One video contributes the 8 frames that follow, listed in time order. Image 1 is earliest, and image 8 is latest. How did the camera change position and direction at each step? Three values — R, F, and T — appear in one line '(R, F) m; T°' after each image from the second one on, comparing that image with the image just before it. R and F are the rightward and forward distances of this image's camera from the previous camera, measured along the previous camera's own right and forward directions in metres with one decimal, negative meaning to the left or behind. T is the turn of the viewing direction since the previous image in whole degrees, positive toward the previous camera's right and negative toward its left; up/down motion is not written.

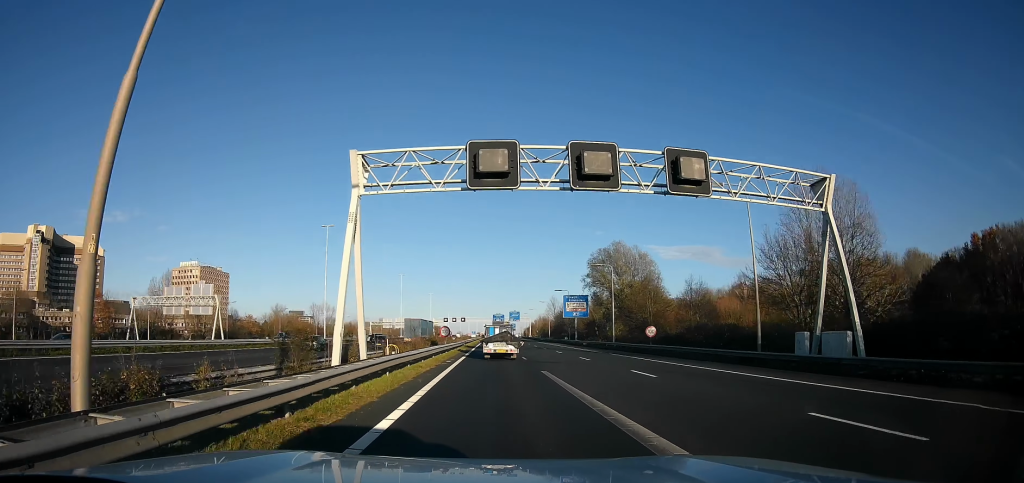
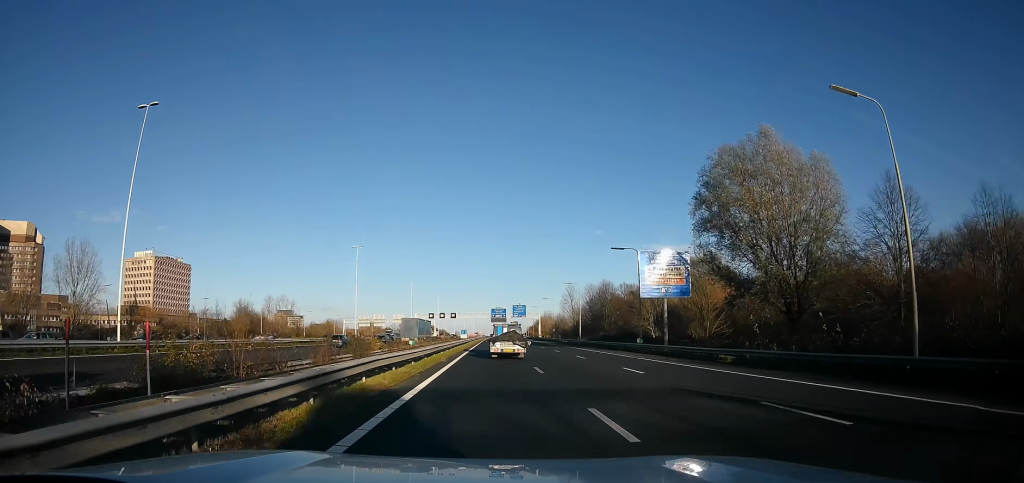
(+1.1, +47.1) m; +1°
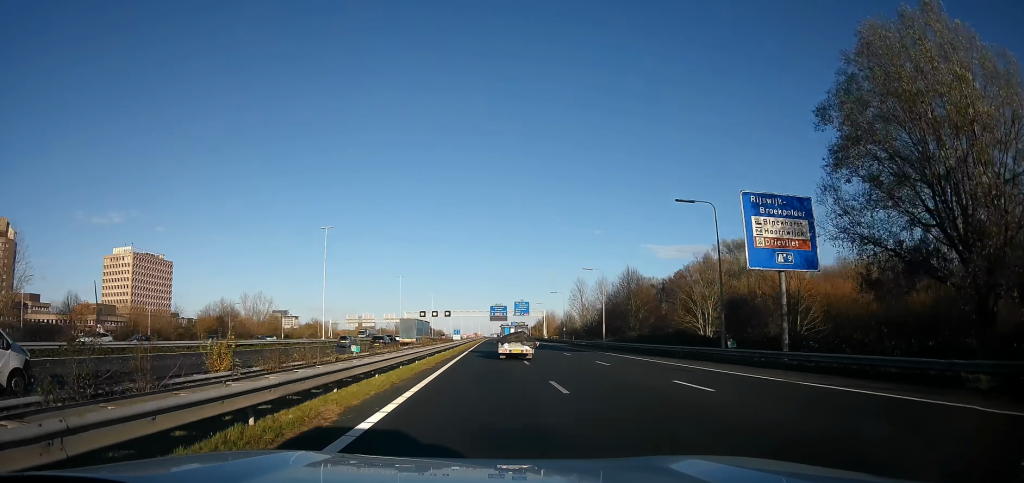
(-0.4, +17.8) m; 0°
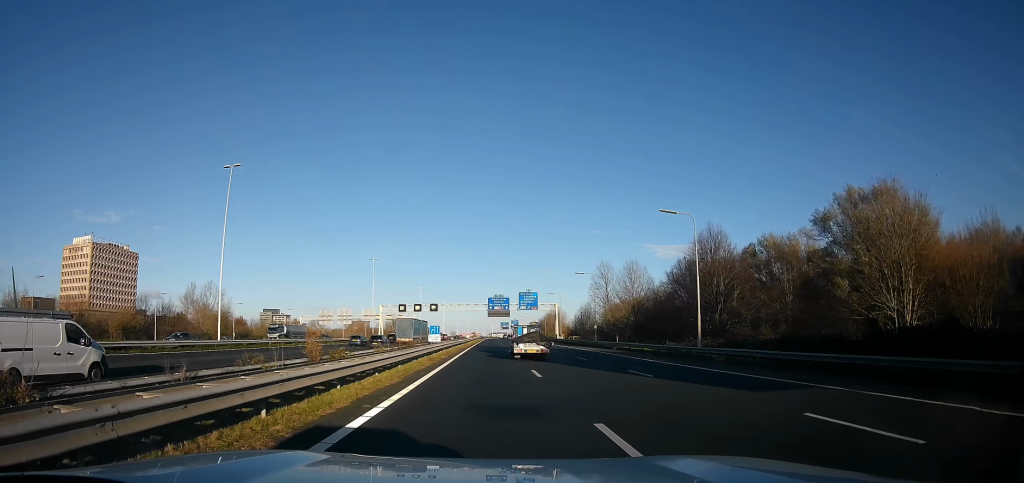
(+0.9, +31.6) m; +1°
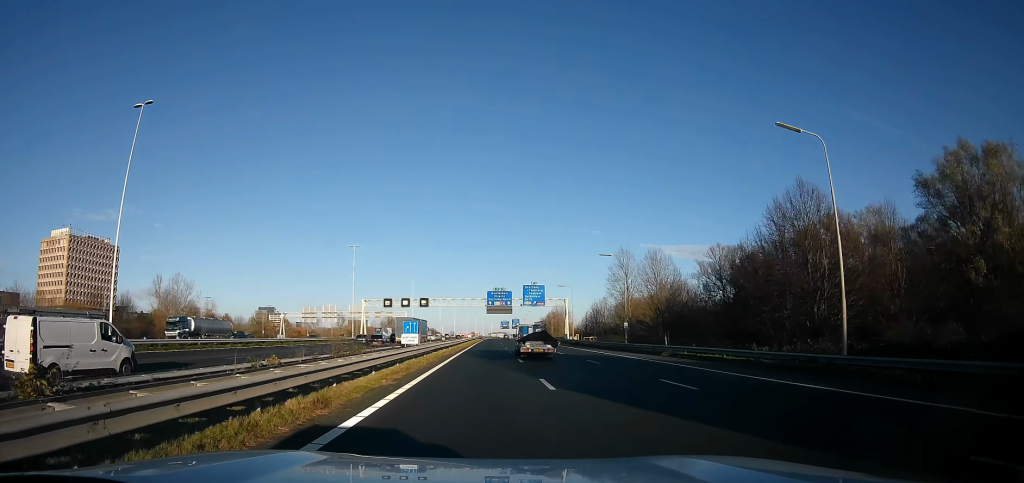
(-0.1, +16.2) m; -1°
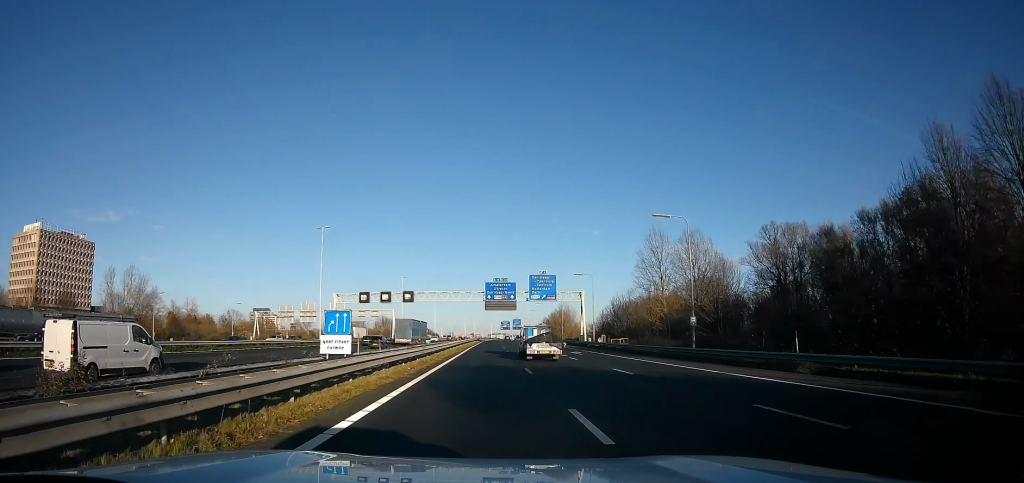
(-0.2, +18.5) m; 0°
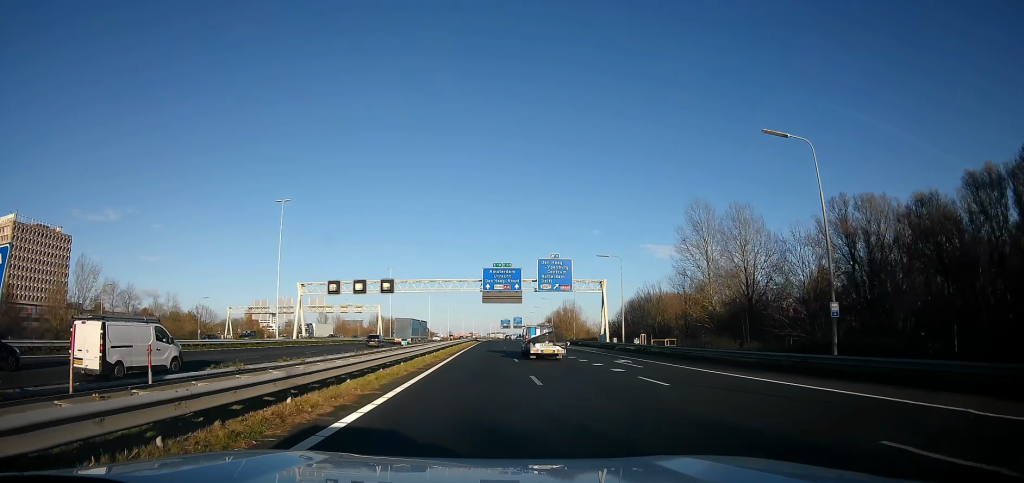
(+0.1, +16.2) m; +1°
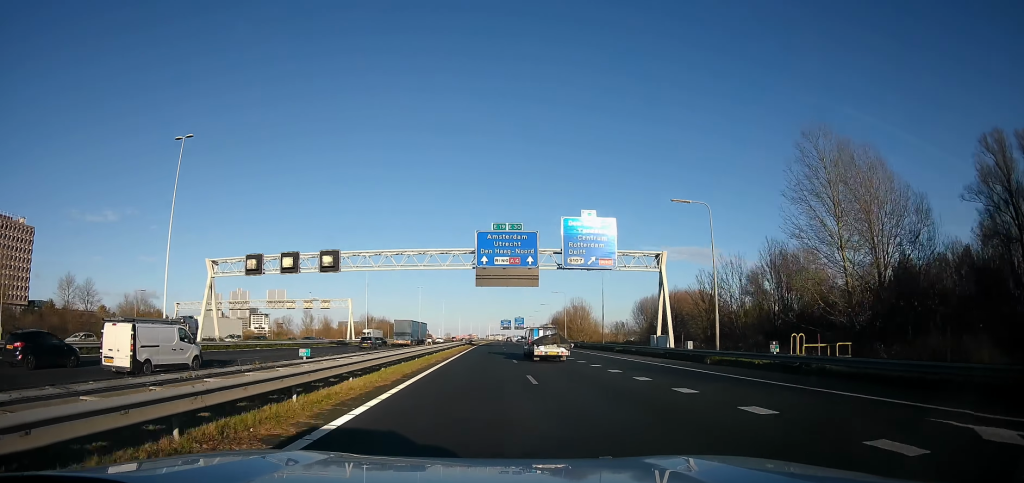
(+0.3, +23.3) m; +2°
